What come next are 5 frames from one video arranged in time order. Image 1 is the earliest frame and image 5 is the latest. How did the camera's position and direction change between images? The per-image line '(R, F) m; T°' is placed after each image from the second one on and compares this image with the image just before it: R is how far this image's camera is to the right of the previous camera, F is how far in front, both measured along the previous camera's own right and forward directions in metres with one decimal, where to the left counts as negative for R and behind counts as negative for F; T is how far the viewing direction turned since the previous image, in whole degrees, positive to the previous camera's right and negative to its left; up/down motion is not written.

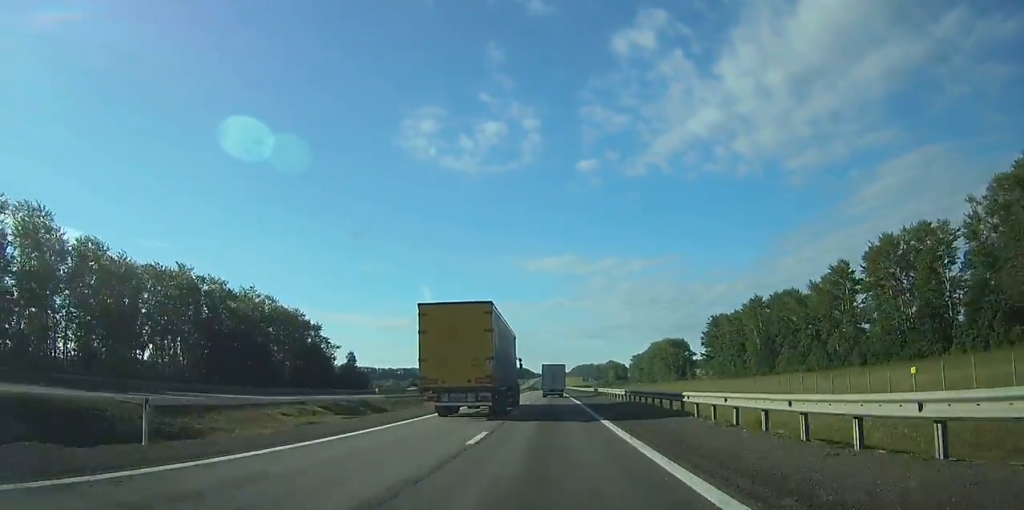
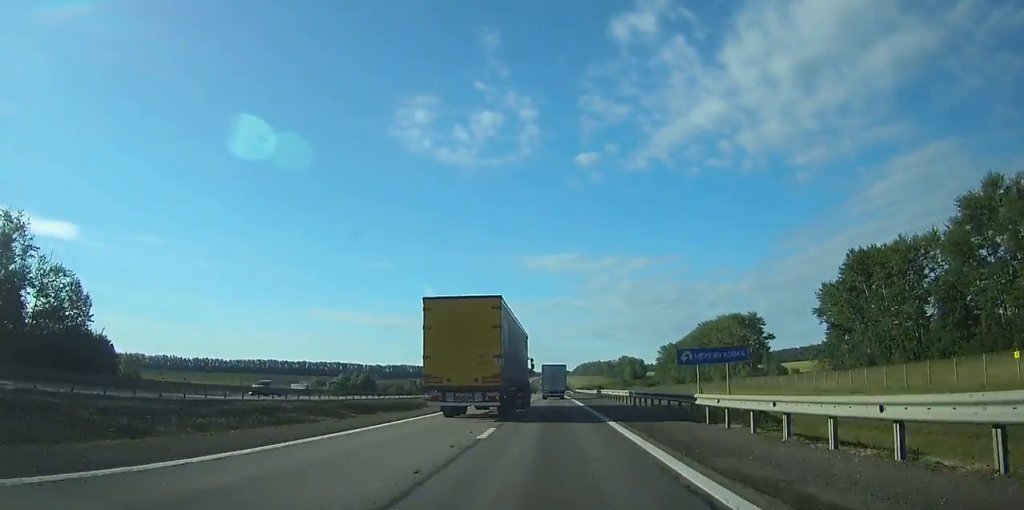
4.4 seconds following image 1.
(-0.2, +106.7) m; 0°
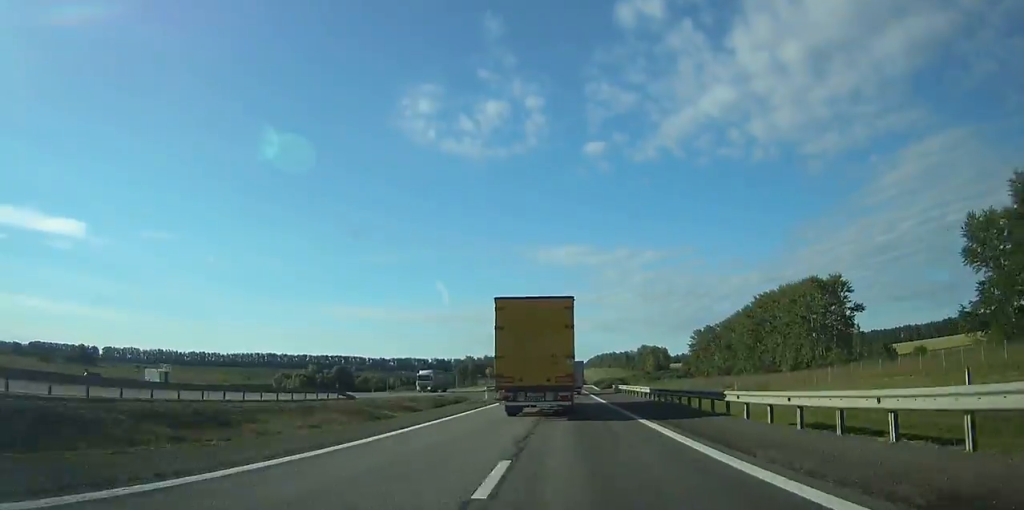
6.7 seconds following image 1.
(-0.3, +55.7) m; 0°
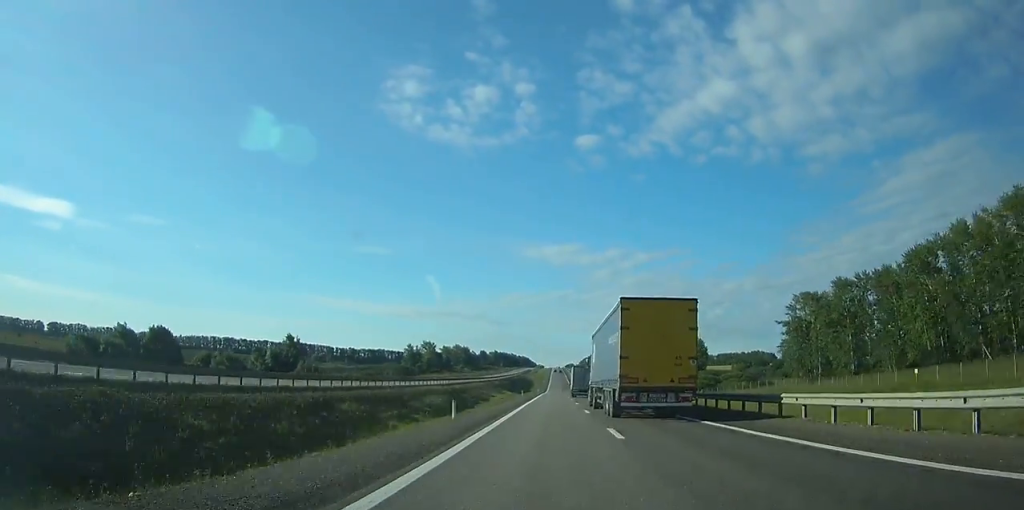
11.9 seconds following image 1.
(+0.2, +125.3) m; 0°
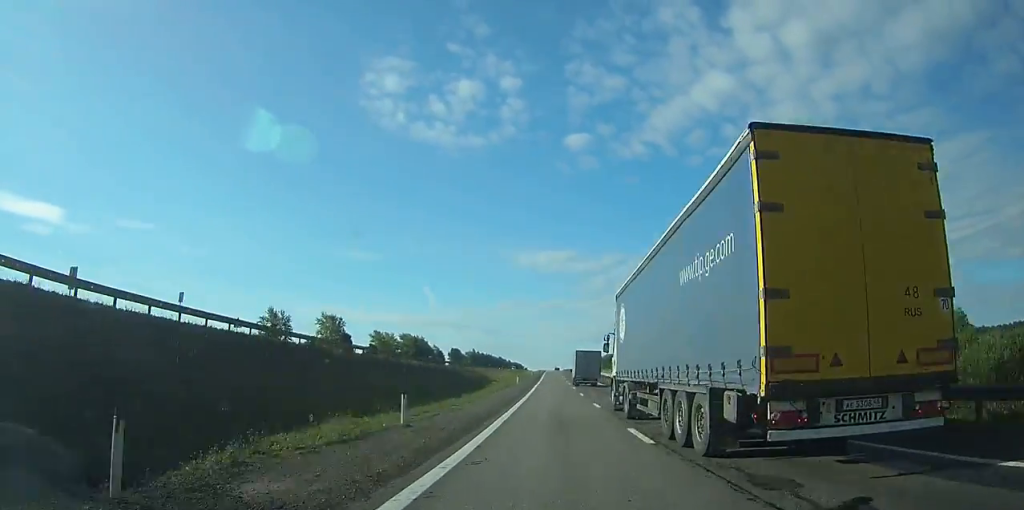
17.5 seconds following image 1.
(+0.7, +136.9) m; 0°
